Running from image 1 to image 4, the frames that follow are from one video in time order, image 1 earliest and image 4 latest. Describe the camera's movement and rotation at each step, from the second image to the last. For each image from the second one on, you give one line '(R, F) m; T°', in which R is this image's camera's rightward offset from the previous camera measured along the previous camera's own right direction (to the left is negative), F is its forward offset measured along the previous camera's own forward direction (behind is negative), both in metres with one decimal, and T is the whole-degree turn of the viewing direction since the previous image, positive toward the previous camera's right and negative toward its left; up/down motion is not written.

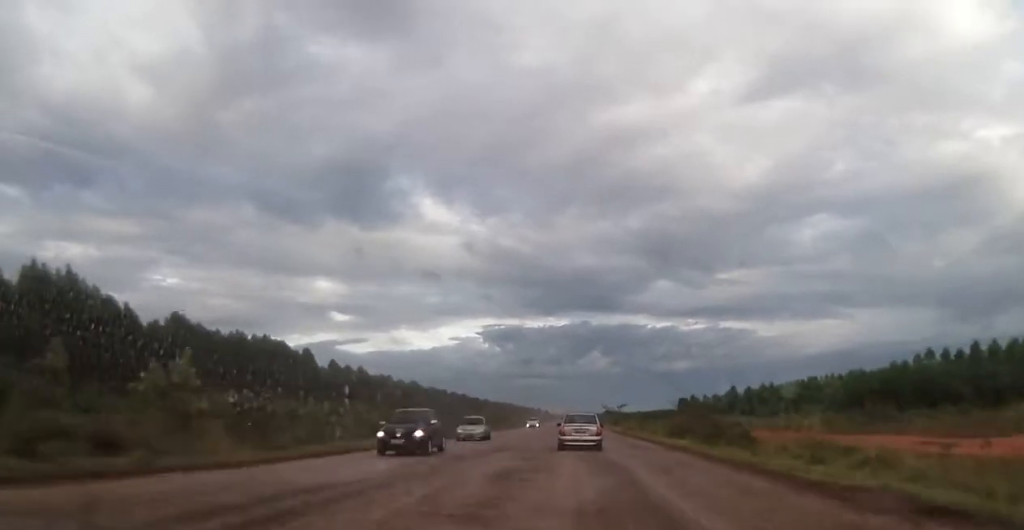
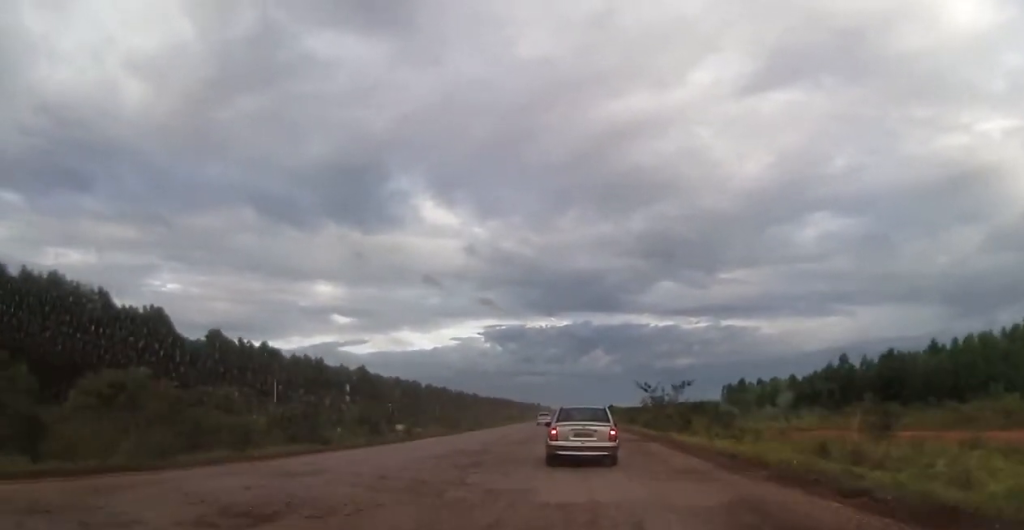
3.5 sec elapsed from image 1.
(+0.1, +71.4) m; +1°
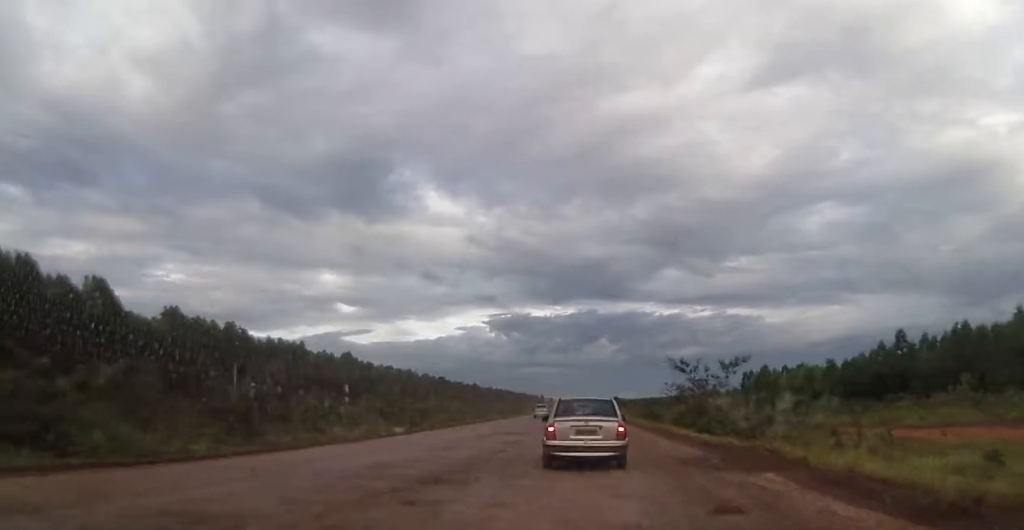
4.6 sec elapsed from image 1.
(0.0, +19.7) m; -1°
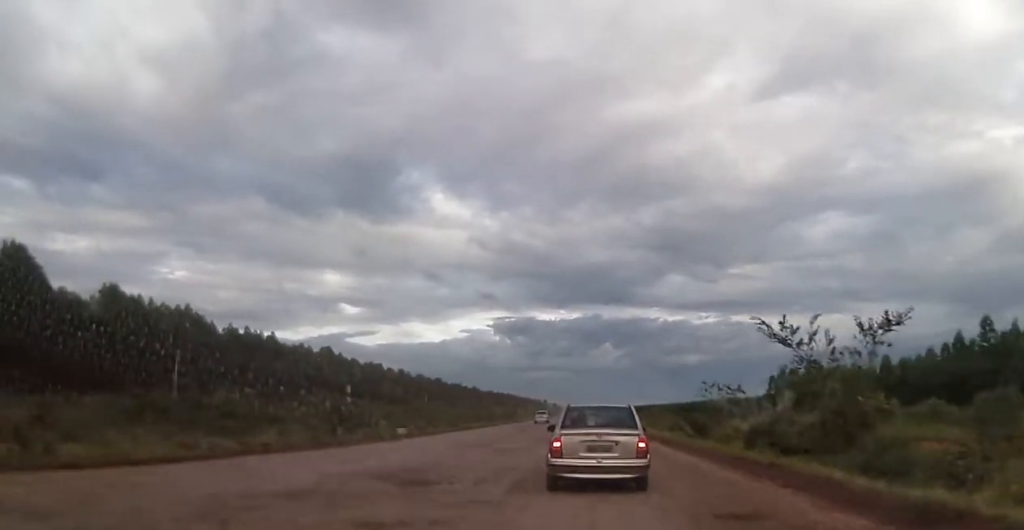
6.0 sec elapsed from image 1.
(0.0, +21.9) m; 0°
